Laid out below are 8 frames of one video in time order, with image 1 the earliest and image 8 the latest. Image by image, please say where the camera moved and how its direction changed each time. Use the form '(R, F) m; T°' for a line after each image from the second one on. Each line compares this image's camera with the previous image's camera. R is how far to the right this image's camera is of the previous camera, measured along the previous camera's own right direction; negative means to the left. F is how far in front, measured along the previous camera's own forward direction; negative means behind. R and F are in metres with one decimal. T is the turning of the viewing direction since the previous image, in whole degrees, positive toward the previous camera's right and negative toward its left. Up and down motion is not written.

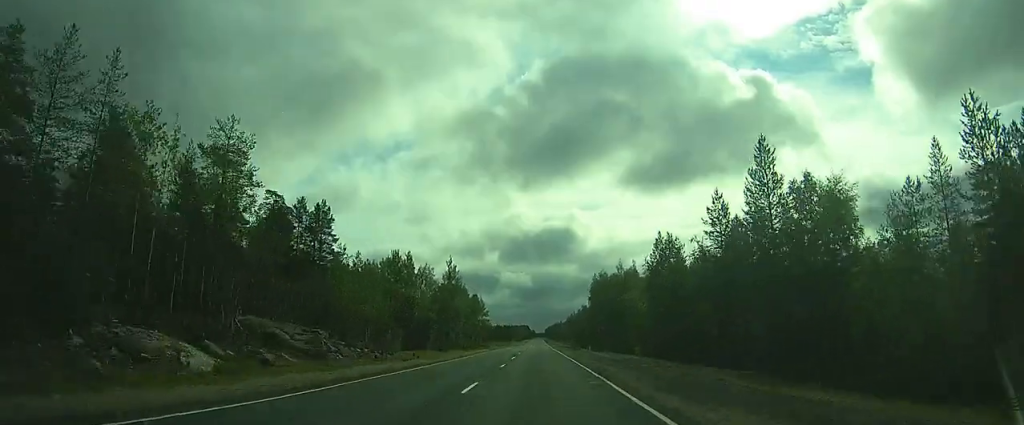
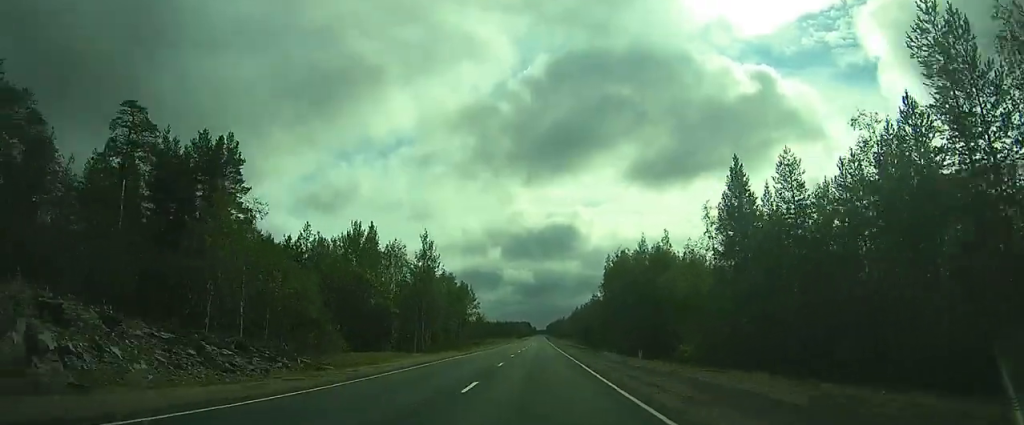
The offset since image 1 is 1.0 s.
(-0.1, +22.3) m; 0°
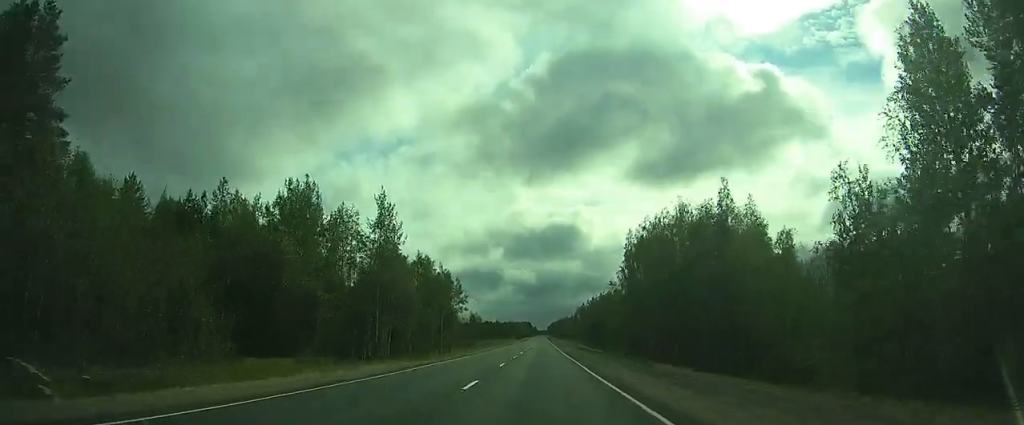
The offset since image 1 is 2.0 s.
(0.0, +21.5) m; 0°
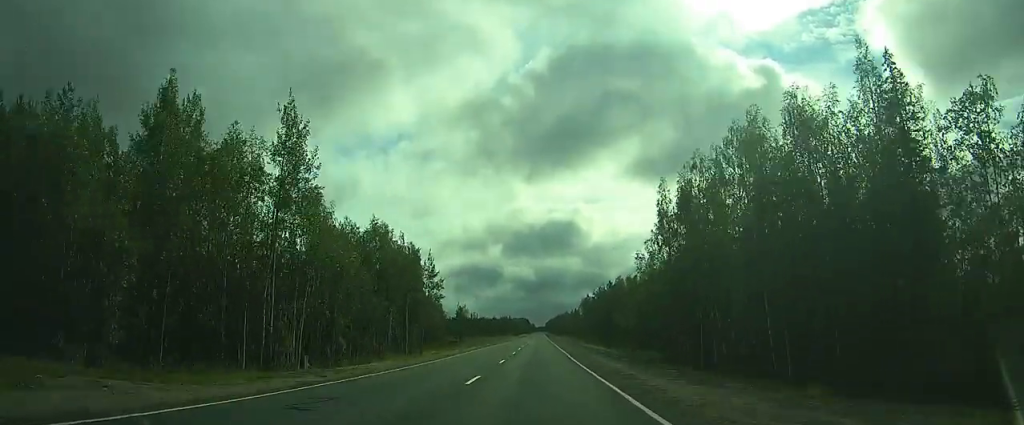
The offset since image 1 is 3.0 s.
(0.0, +21.5) m; 0°
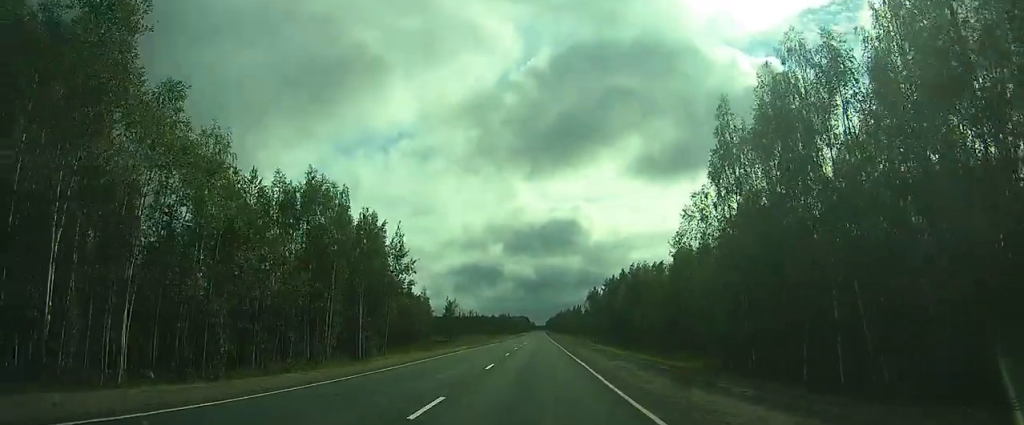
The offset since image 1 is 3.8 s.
(0.0, +17.2) m; 0°
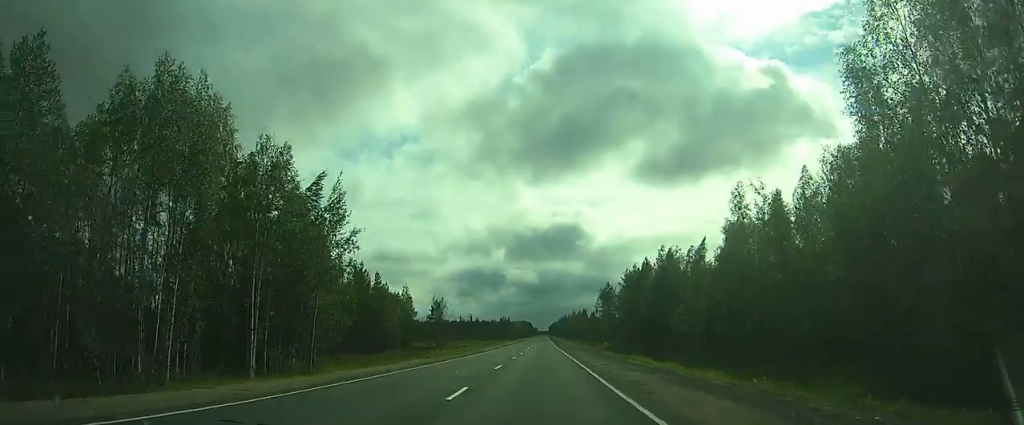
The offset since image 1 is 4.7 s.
(-0.1, +19.4) m; 0°
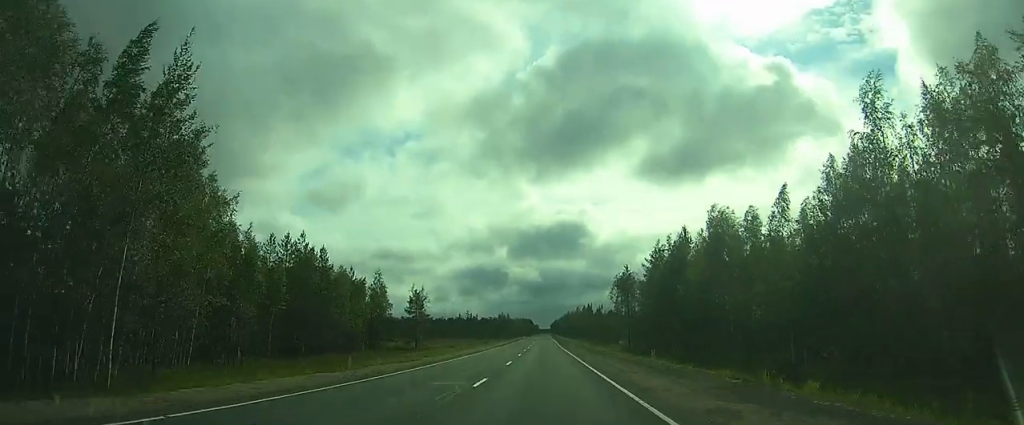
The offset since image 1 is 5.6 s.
(0.0, +19.4) m; 0°
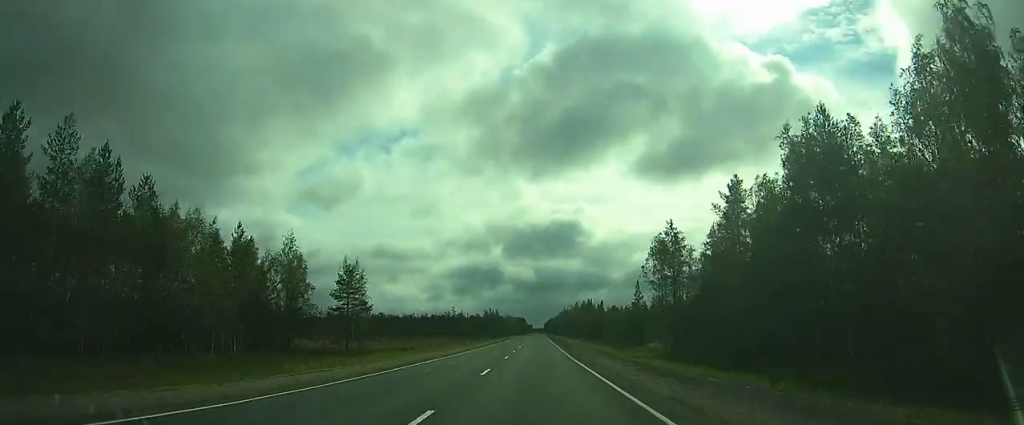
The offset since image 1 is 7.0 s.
(-0.1, +30.3) m; -1°
